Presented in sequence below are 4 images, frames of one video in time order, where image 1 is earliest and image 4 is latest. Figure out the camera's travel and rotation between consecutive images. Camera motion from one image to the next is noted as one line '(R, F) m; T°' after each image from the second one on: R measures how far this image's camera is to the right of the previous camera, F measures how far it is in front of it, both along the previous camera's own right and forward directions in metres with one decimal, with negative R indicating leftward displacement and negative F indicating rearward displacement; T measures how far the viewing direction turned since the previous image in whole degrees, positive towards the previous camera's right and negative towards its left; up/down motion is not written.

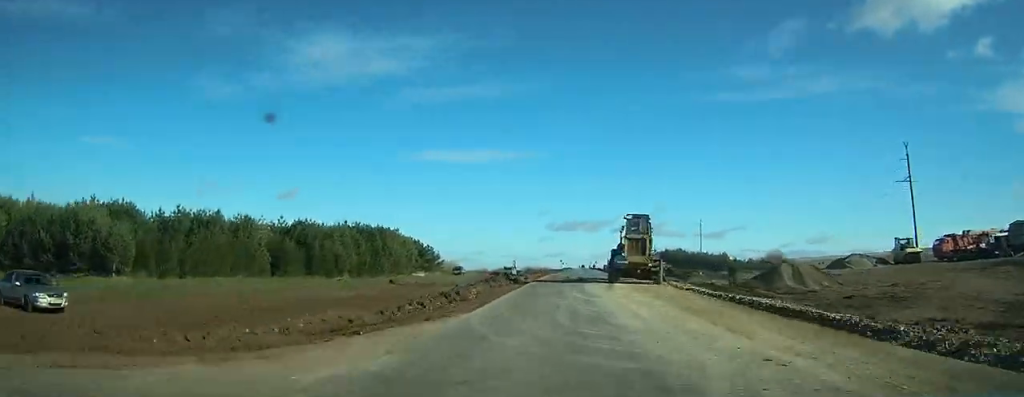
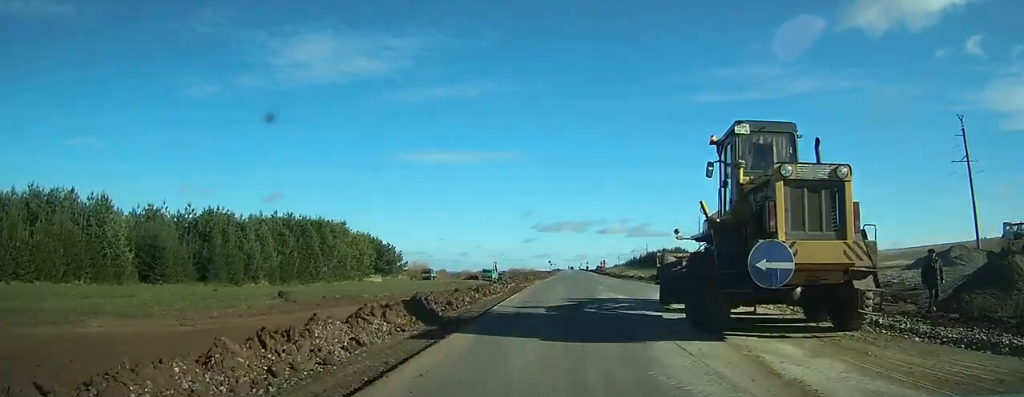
(-0.2, +22.3) m; +1°
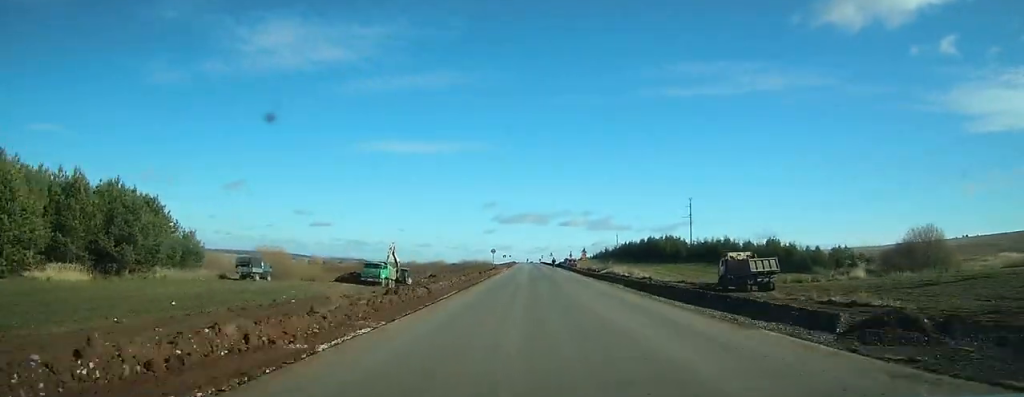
(+1.4, +57.1) m; +2°
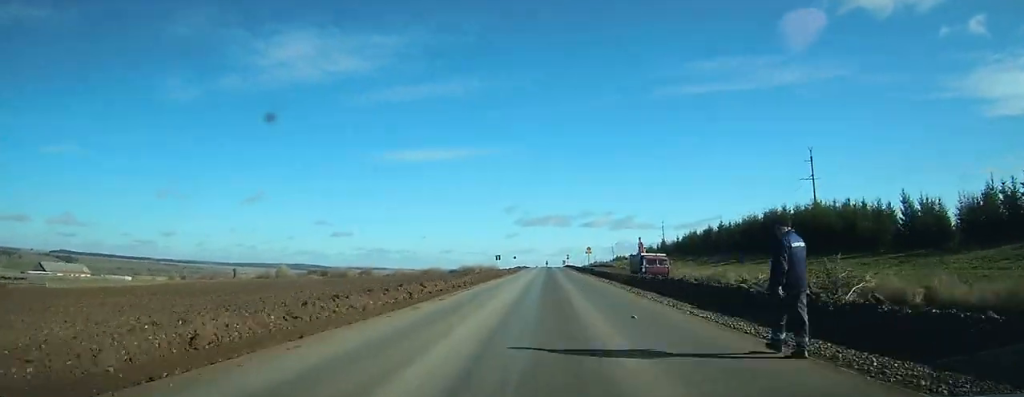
(-0.3, +88.0) m; 0°
